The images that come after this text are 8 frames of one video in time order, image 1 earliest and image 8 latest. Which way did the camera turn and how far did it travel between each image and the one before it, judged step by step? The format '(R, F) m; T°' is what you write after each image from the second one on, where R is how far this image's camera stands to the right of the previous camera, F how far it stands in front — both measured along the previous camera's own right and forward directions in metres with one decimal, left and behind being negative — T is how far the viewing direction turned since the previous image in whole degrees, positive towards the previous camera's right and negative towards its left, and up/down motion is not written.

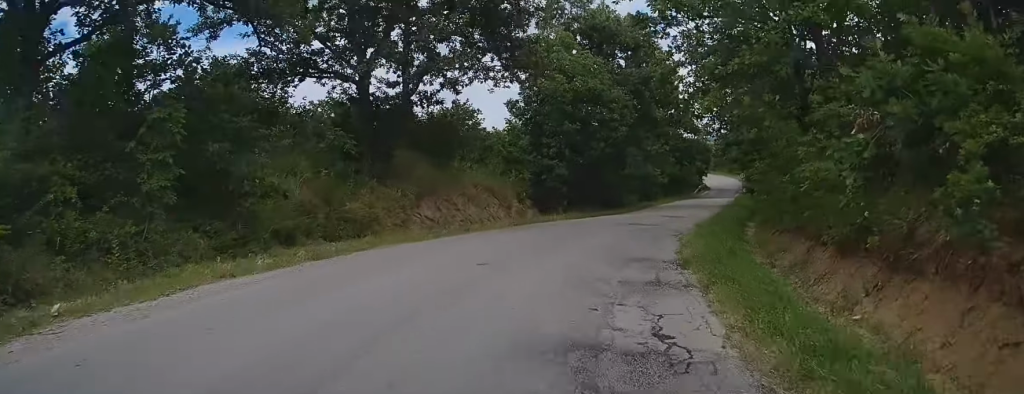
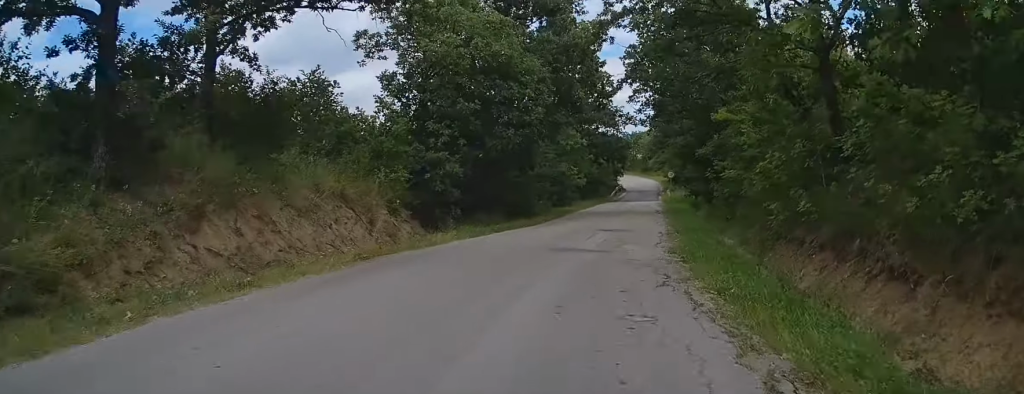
(+0.6, +9.1) m; +6°
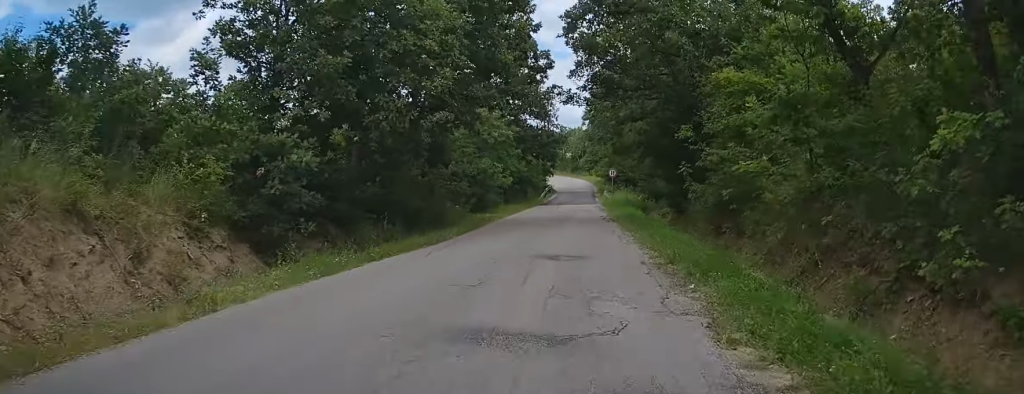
(+0.3, +8.4) m; +3°
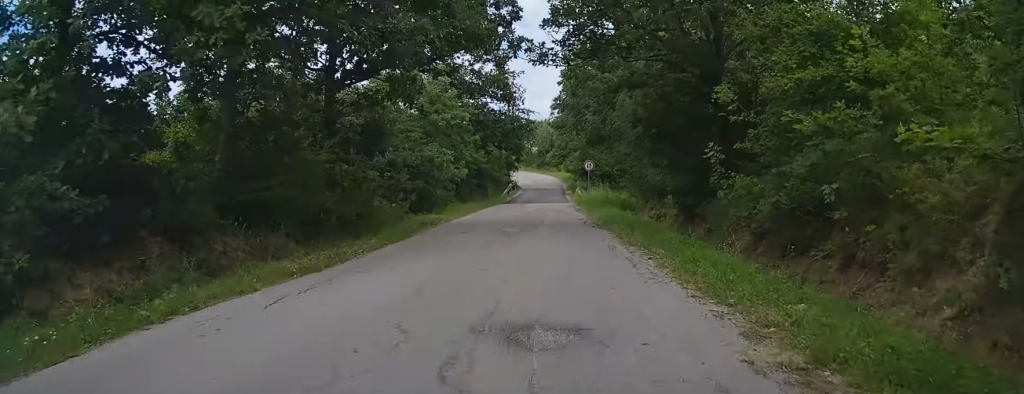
(+0.2, +7.7) m; +2°
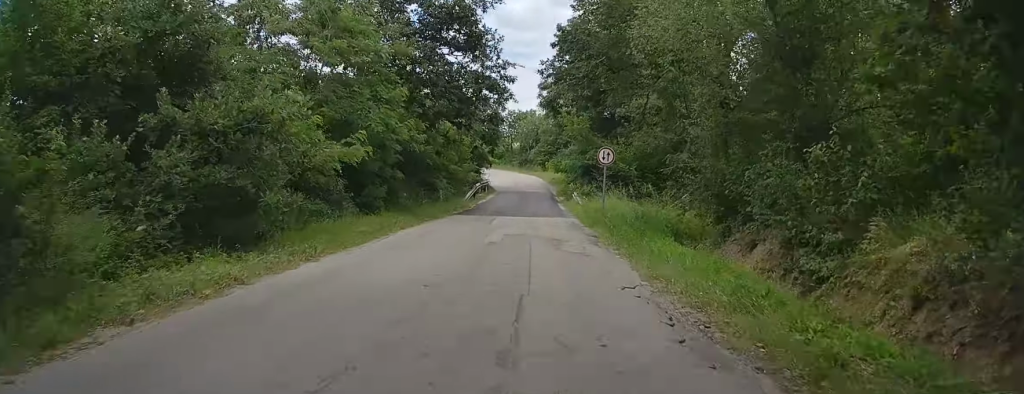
(+0.5, +16.4) m; +3°
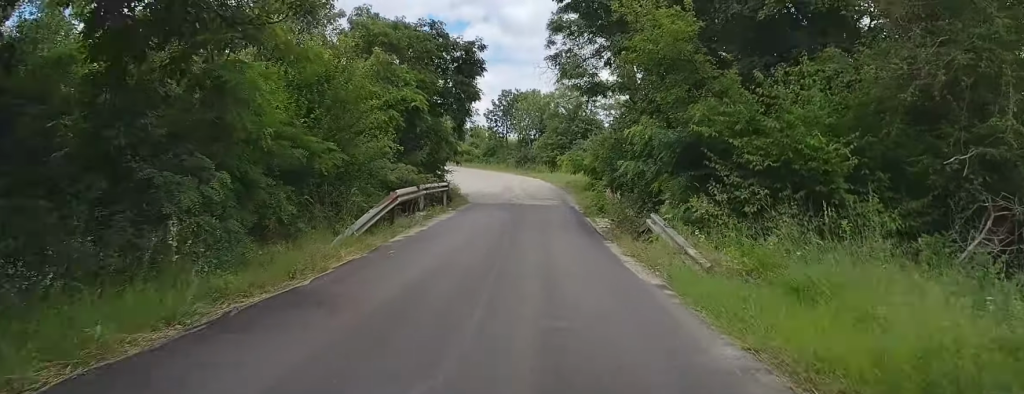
(+0.8, +22.4) m; +4°
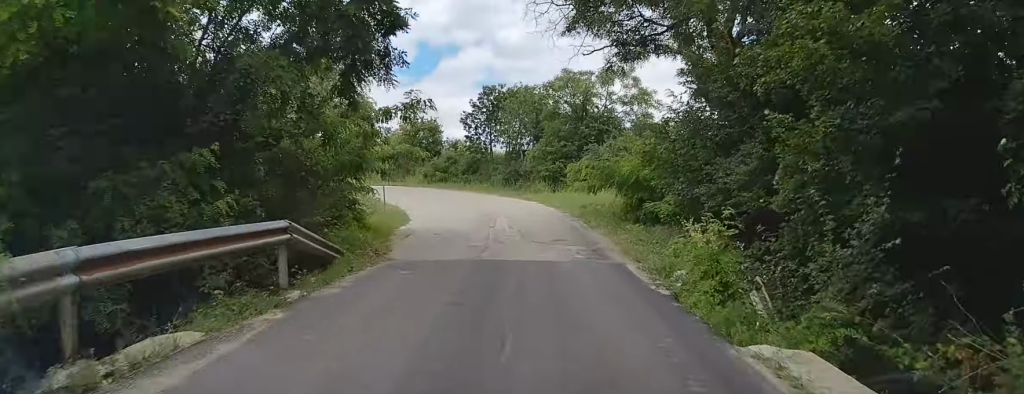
(+0.4, +15.0) m; -1°
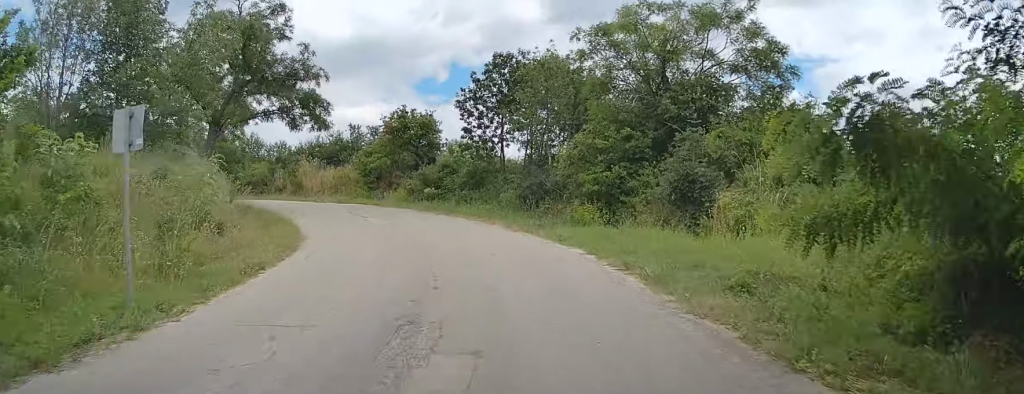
(-0.8, +17.9) m; -3°
